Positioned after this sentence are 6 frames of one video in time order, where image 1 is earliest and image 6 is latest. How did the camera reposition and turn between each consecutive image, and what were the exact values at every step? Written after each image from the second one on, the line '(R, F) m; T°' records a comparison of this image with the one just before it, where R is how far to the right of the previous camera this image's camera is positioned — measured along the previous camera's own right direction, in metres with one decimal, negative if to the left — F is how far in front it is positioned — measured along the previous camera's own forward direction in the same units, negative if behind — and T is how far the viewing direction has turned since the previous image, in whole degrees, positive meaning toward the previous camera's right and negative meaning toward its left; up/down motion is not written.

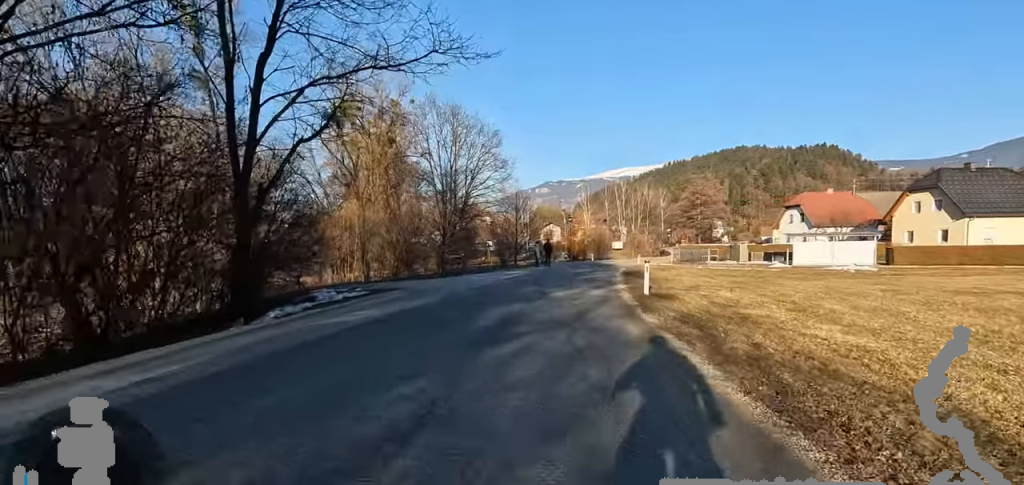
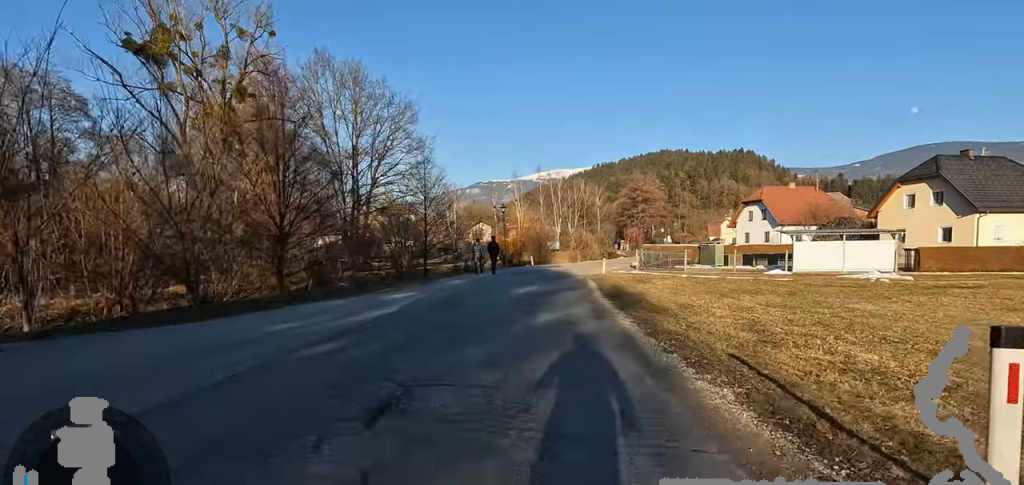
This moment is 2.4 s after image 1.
(-0.1, +12.7) m; +11°
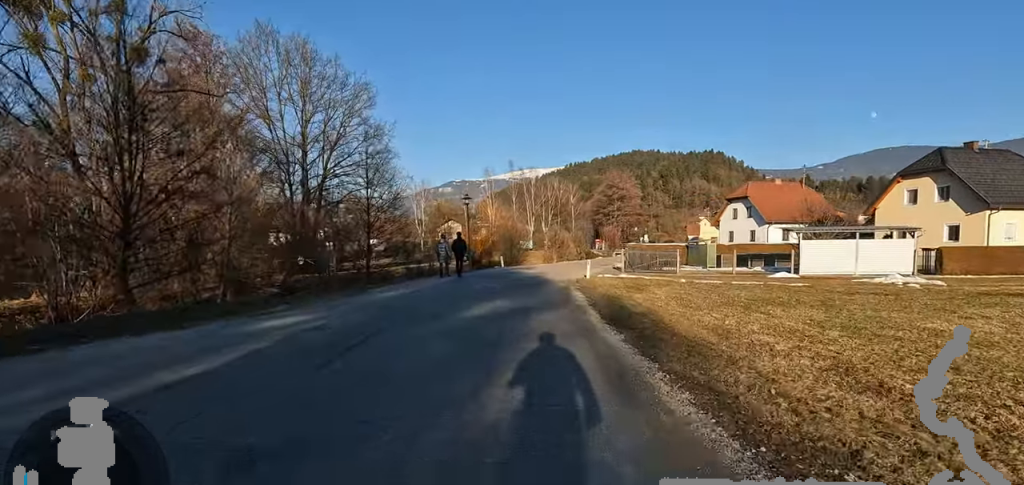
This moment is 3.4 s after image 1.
(+1.3, +5.0) m; 0°
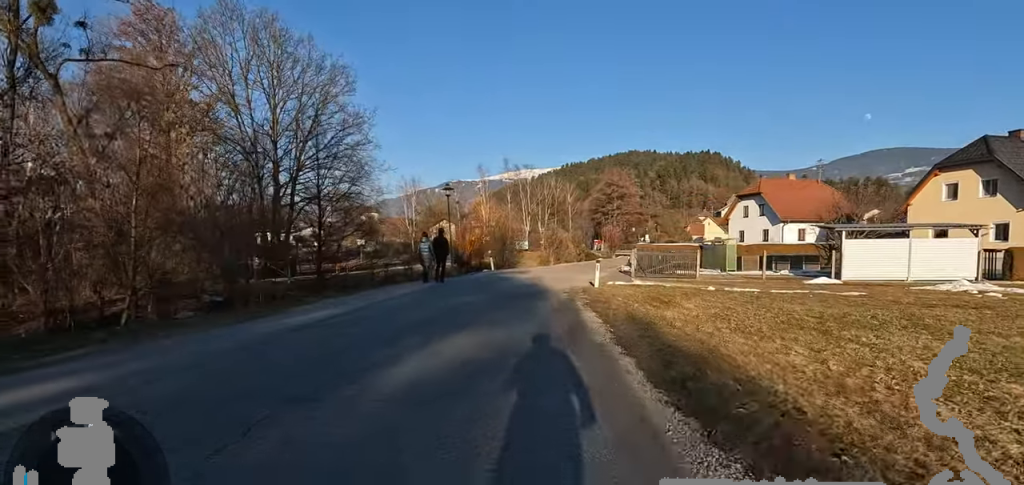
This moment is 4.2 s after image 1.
(-1.1, +4.6) m; 0°
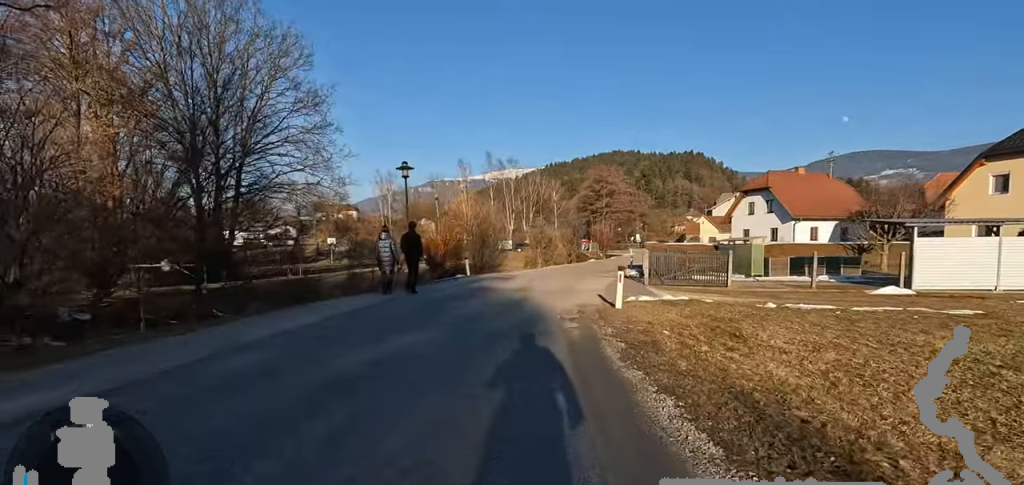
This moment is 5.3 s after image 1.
(+1.0, +5.7) m; +7°
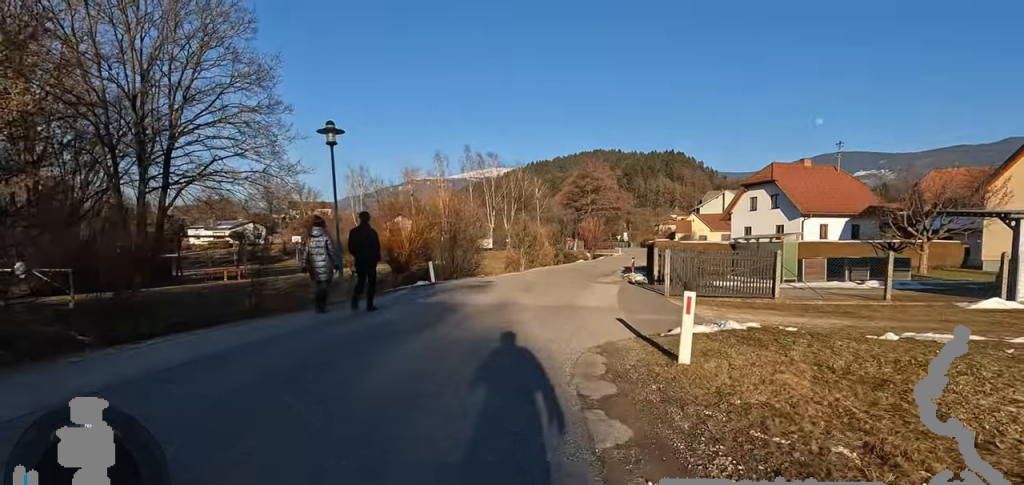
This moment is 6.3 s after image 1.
(-0.4, +5.3) m; -6°
